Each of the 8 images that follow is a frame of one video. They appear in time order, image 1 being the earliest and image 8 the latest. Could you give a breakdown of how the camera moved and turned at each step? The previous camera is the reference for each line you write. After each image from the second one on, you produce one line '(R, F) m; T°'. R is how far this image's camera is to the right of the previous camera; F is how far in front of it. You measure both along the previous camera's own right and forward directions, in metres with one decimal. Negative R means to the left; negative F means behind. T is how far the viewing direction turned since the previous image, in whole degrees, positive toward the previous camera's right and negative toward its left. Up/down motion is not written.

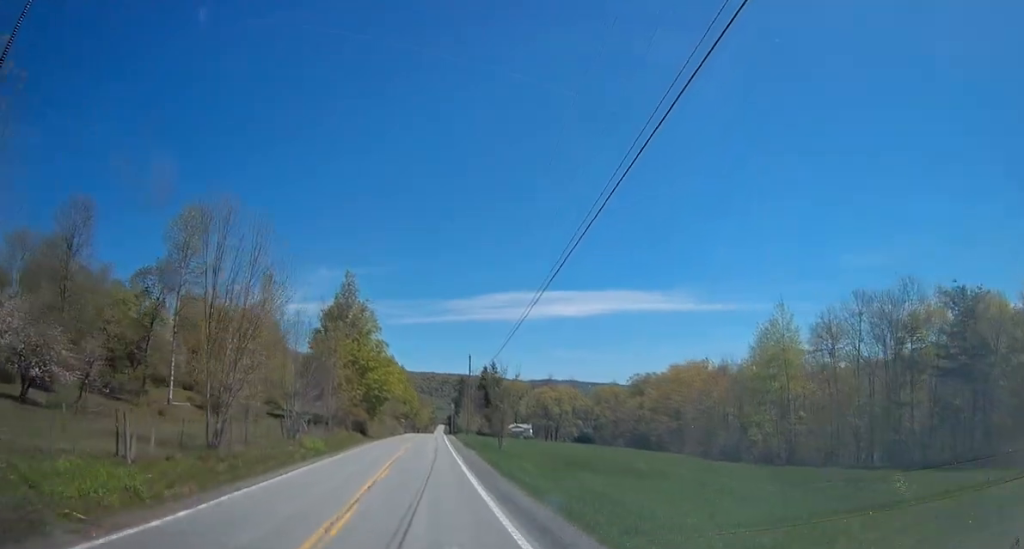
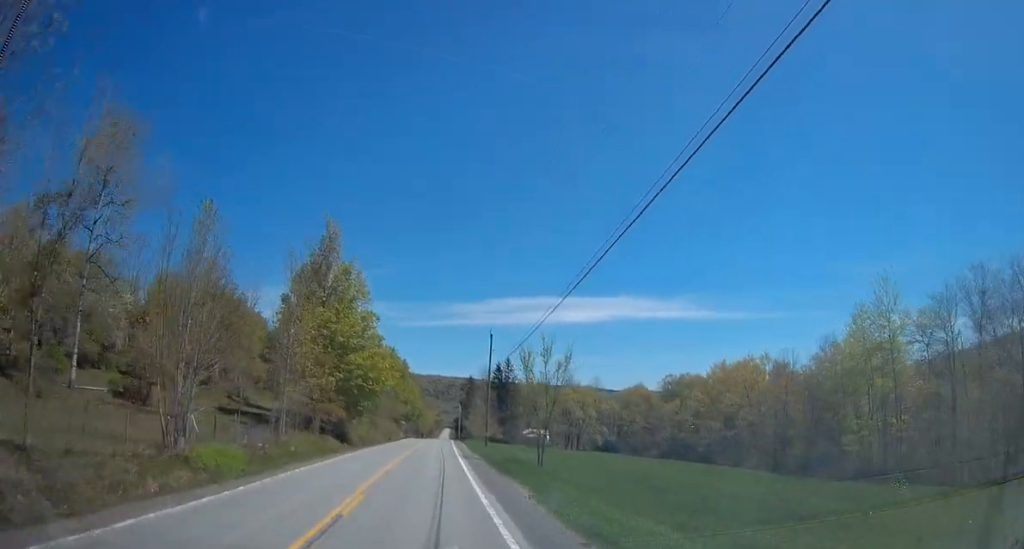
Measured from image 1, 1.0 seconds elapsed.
(+0.1, +19.3) m; 0°
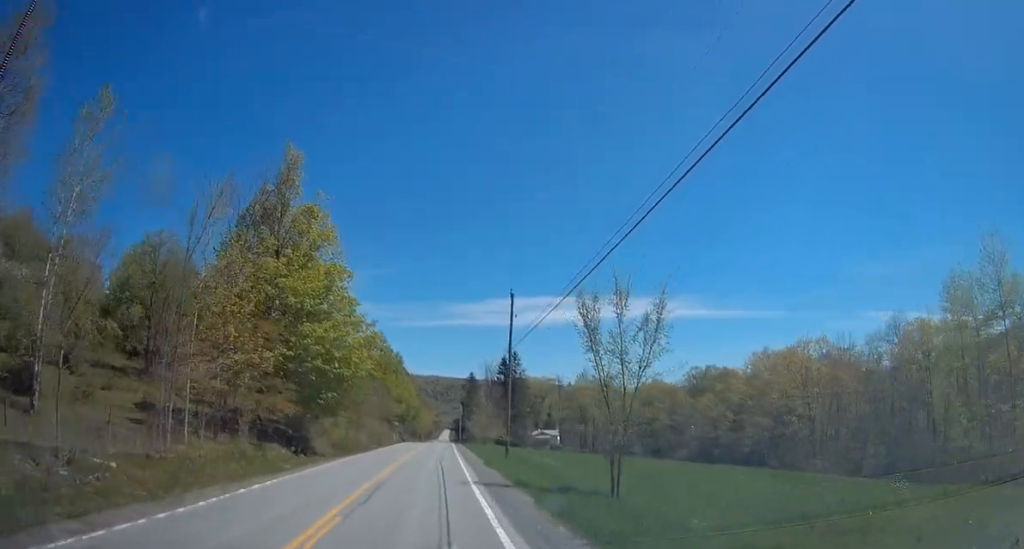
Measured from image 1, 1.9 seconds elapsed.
(-0.1, +15.9) m; -1°
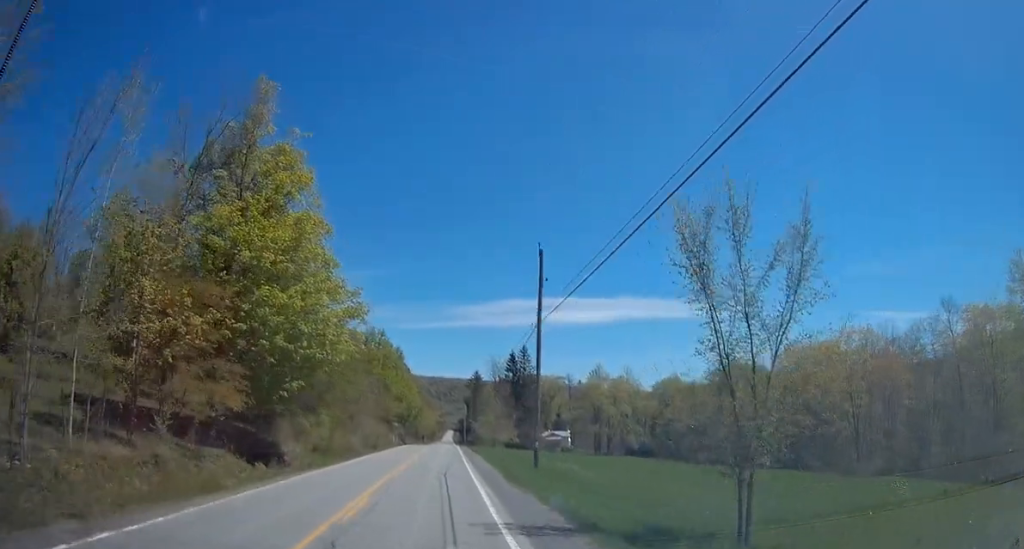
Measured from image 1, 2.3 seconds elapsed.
(-0.1, +9.0) m; 0°
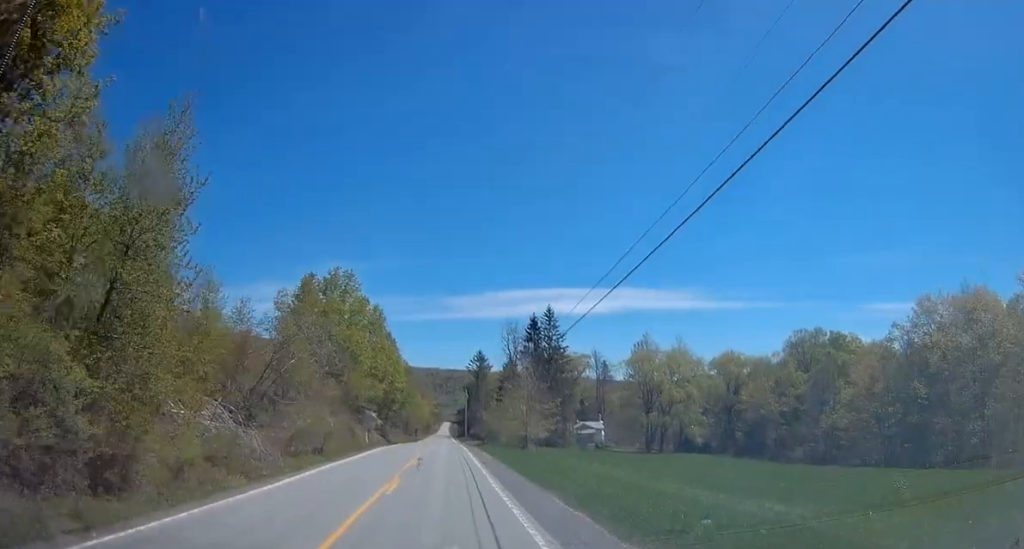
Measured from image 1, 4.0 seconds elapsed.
(+0.3, +32.3) m; +1°
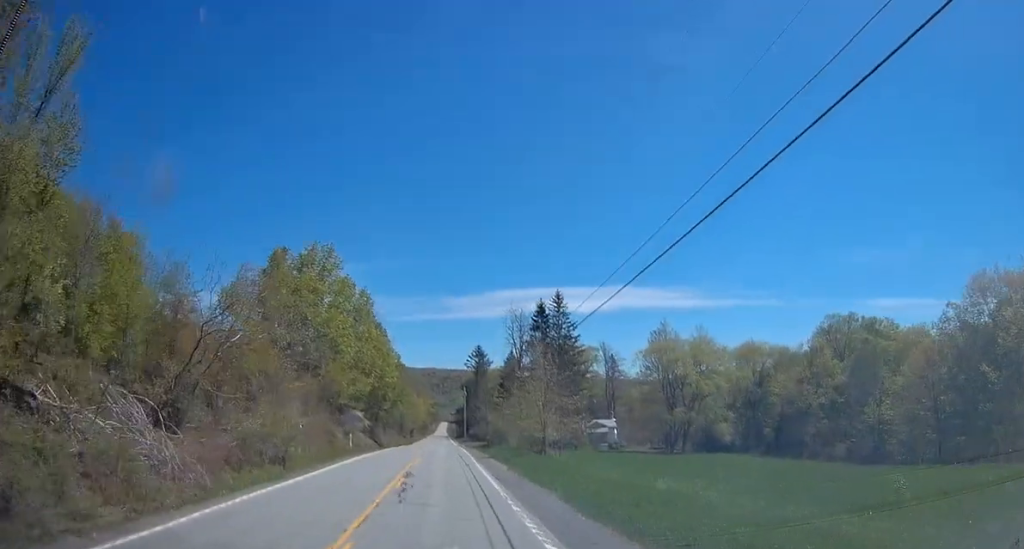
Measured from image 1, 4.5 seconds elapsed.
(0.0, +9.8) m; 0°
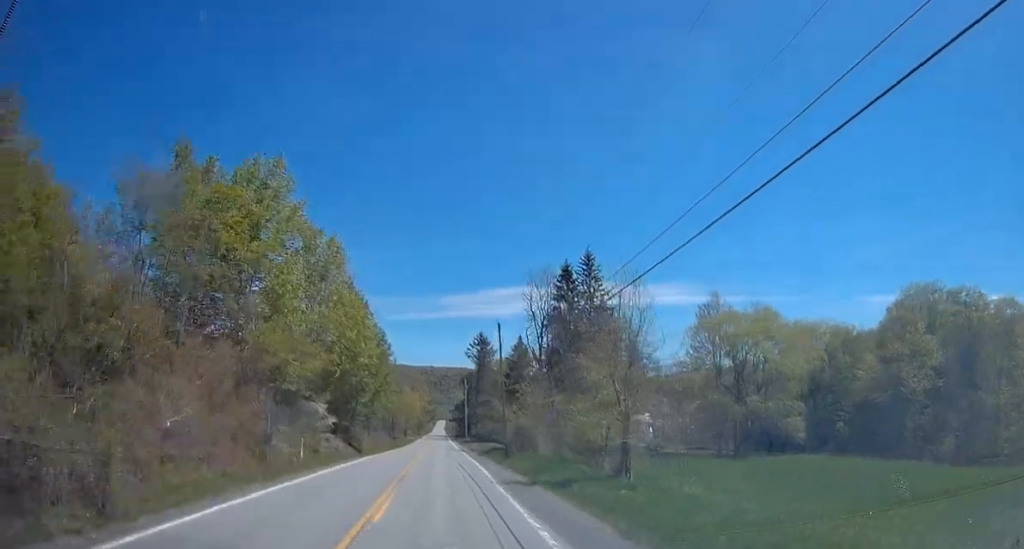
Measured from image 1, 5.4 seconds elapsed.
(0.0, +18.4) m; 0°
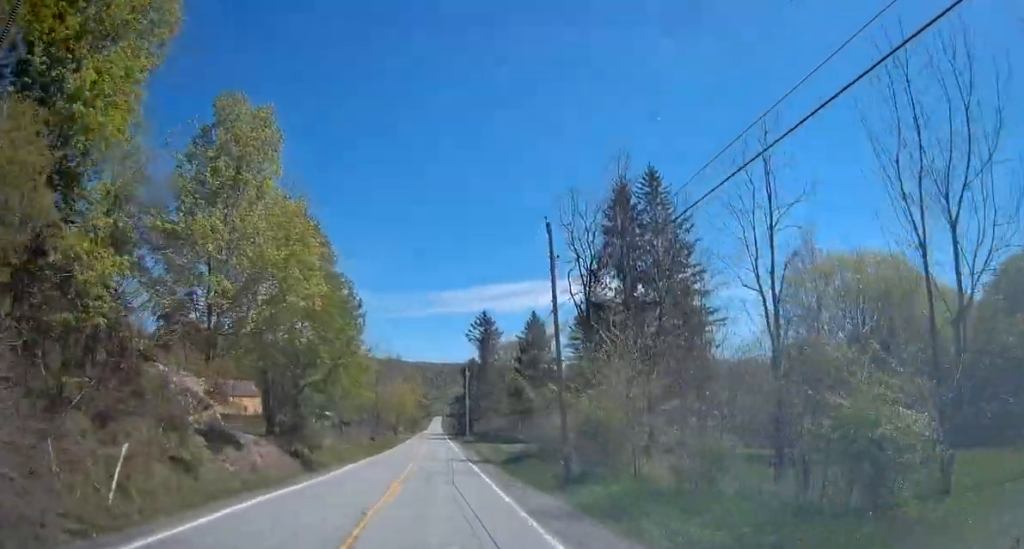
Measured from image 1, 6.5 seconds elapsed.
(0.0, +21.3) m; 0°
